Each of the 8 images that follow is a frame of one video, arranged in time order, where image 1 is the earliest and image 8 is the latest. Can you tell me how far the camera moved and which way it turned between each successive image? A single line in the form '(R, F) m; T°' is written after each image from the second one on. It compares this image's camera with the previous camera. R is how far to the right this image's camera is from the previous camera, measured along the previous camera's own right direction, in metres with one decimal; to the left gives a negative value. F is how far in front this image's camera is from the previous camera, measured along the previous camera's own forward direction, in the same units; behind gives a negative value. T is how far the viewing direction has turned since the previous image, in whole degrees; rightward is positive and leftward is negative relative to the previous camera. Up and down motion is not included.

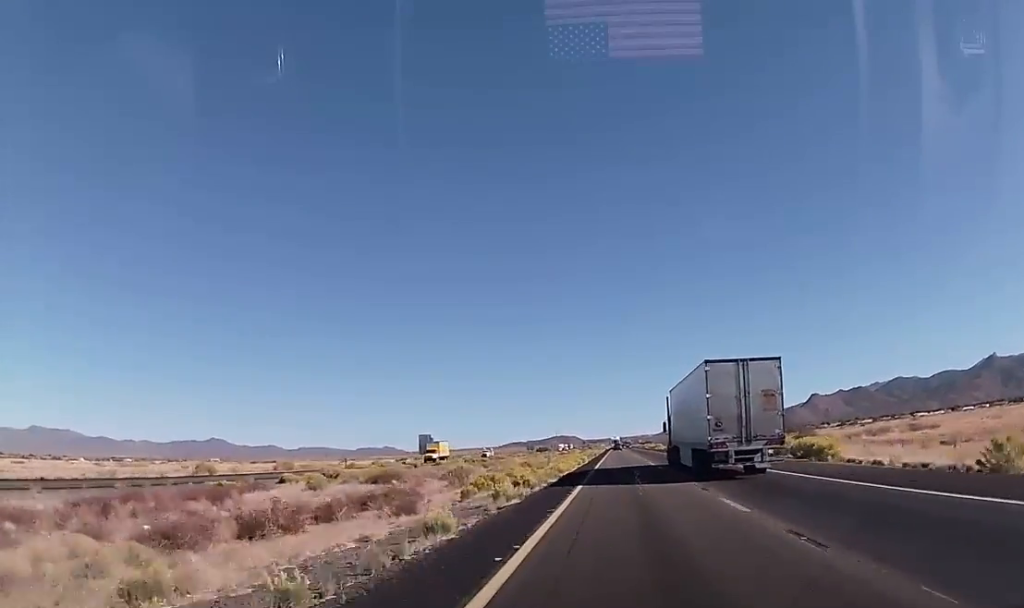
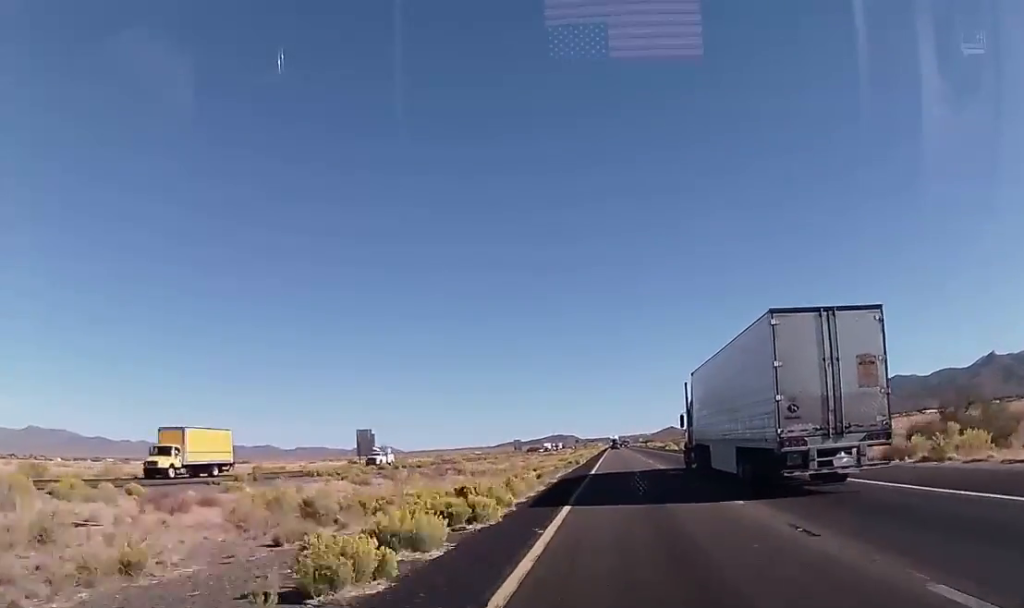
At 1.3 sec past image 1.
(-0.4, +47.8) m; -1°
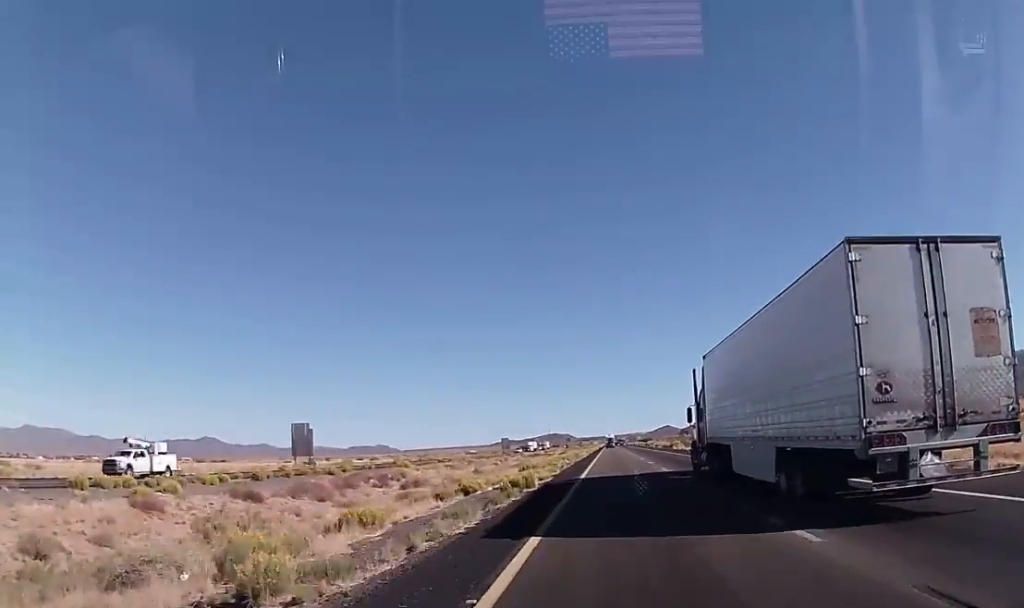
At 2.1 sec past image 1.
(0.0, +30.3) m; 0°
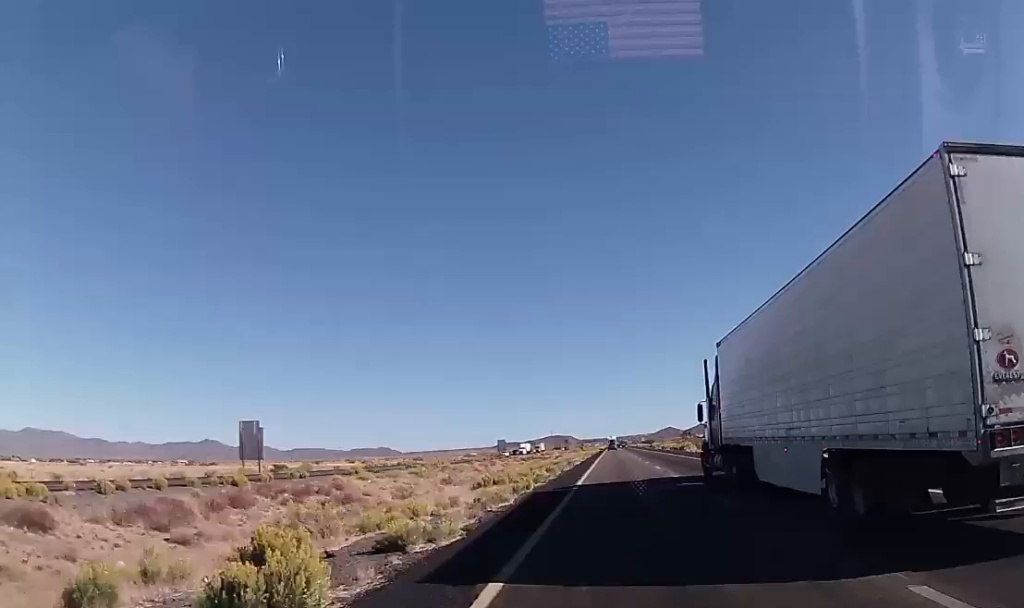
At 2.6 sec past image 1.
(+0.2, +18.9) m; 0°
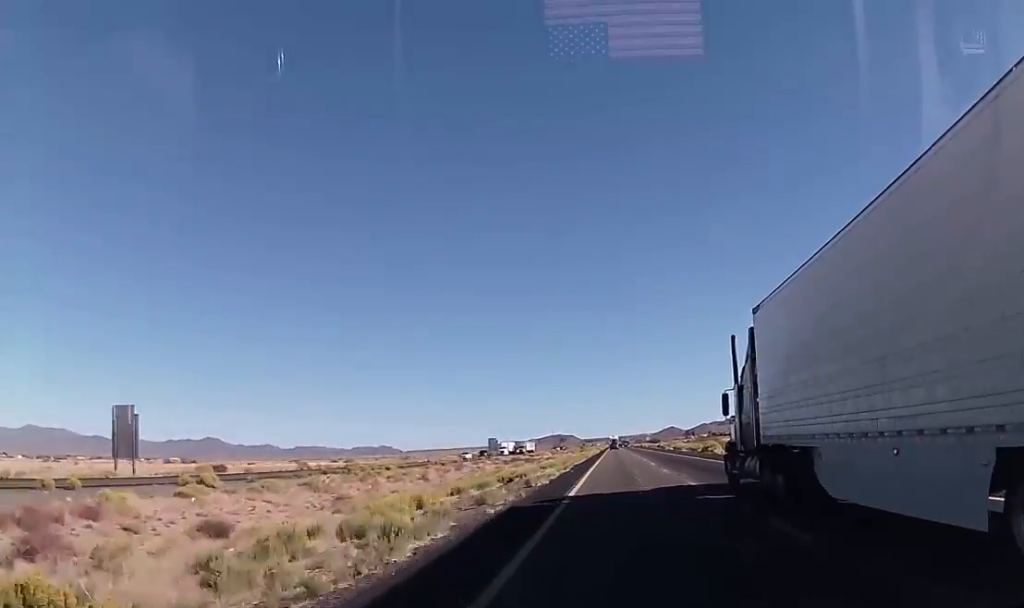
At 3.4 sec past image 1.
(0.0, +30.3) m; 0°
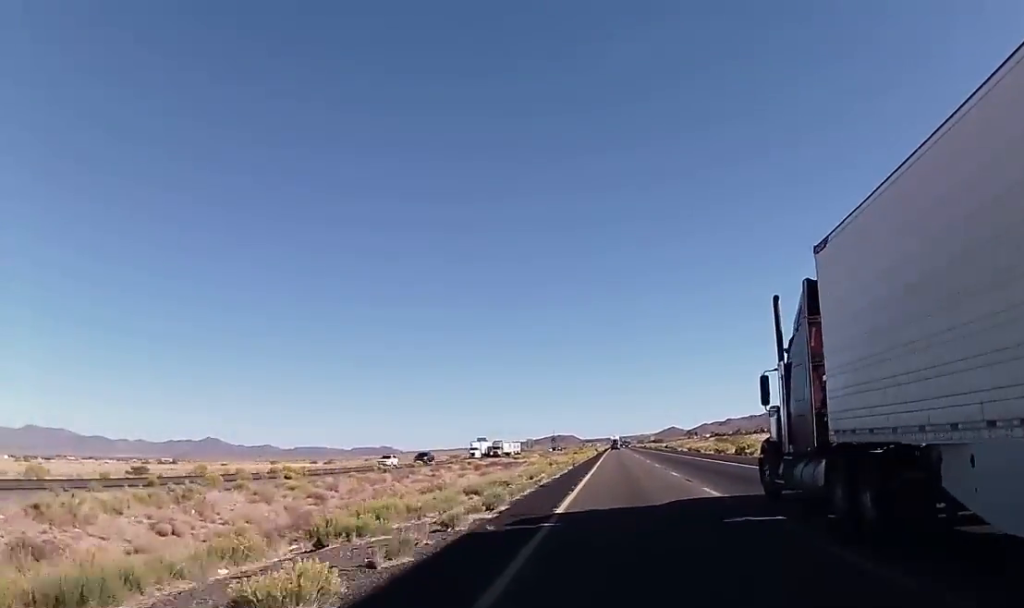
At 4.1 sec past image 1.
(0.0, +27.8) m; 0°
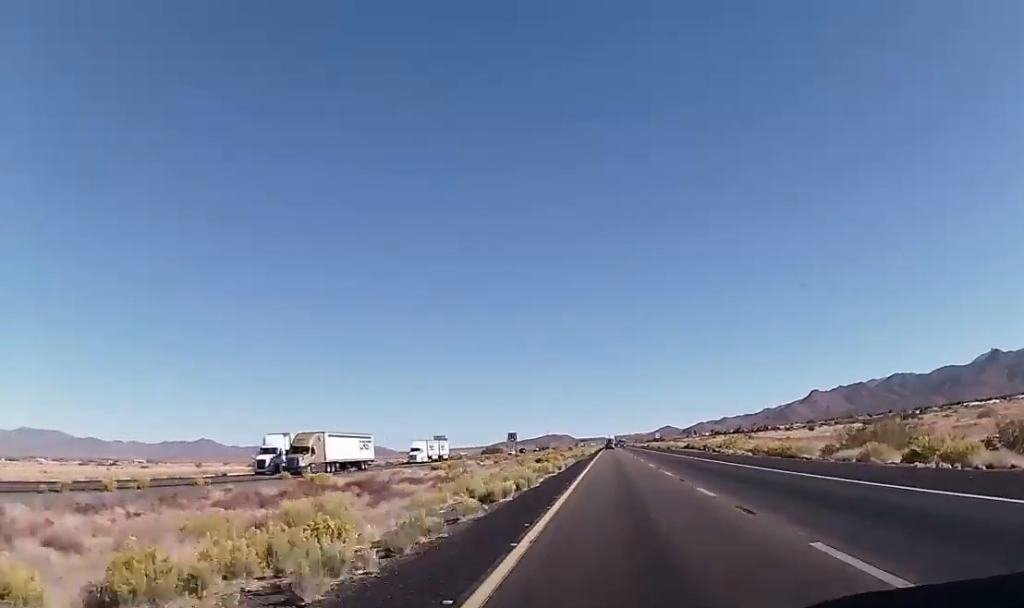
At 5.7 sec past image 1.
(-0.6, +62.0) m; 0°
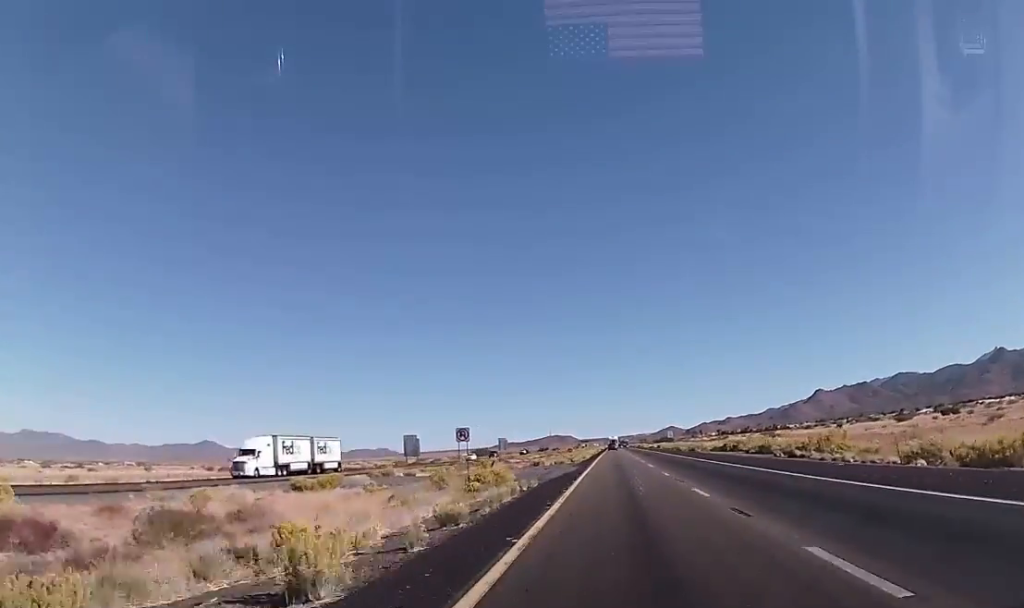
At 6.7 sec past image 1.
(+0.5, +36.5) m; +1°
